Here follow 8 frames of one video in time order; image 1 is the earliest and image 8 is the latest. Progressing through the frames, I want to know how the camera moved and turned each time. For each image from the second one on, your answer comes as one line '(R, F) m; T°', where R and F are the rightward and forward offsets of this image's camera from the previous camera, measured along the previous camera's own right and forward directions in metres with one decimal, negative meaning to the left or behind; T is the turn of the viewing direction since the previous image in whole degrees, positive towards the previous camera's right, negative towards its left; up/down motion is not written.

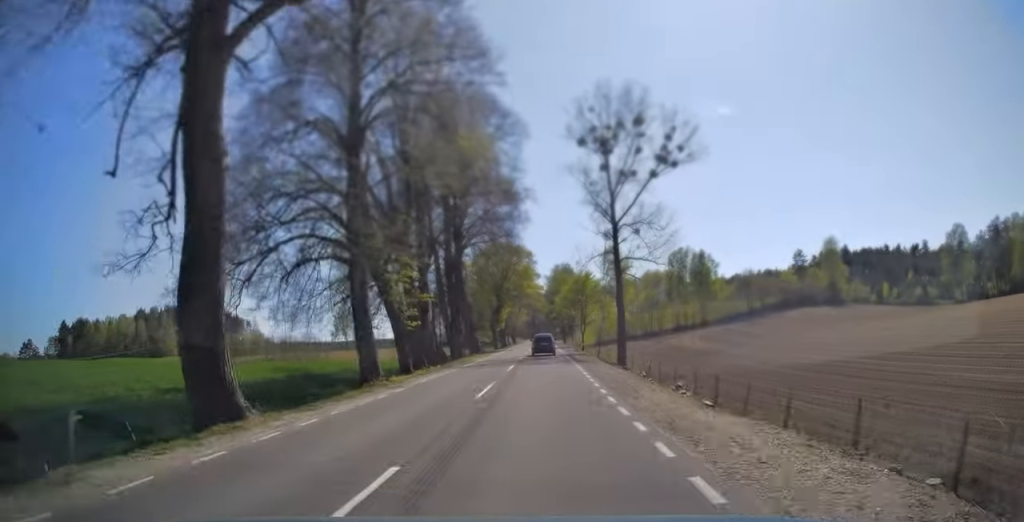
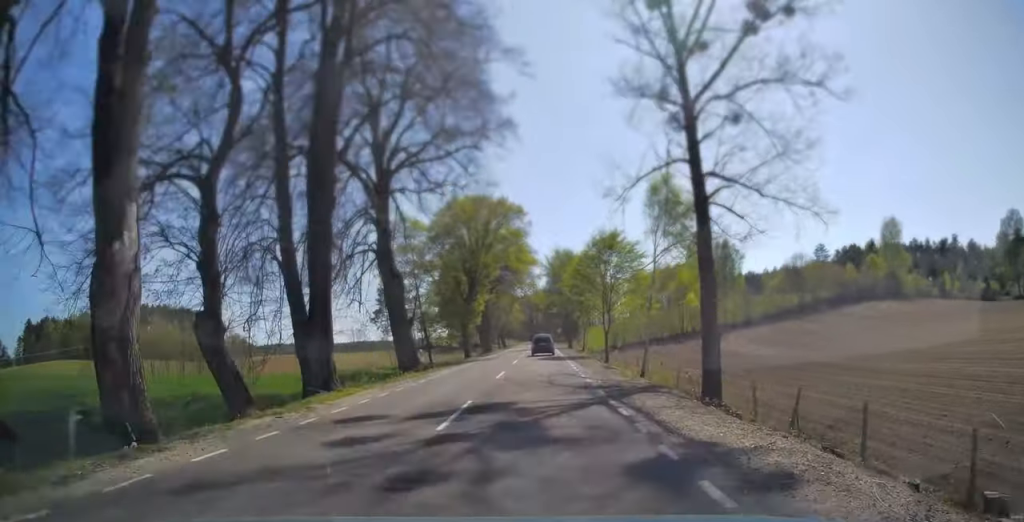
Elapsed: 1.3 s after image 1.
(0.0, +27.7) m; 0°
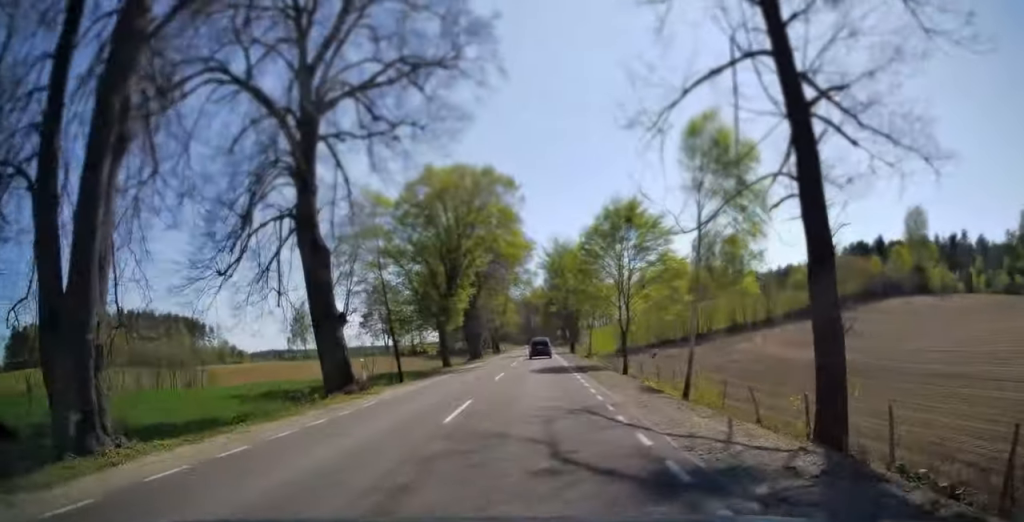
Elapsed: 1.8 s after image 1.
(0.0, +10.2) m; 0°
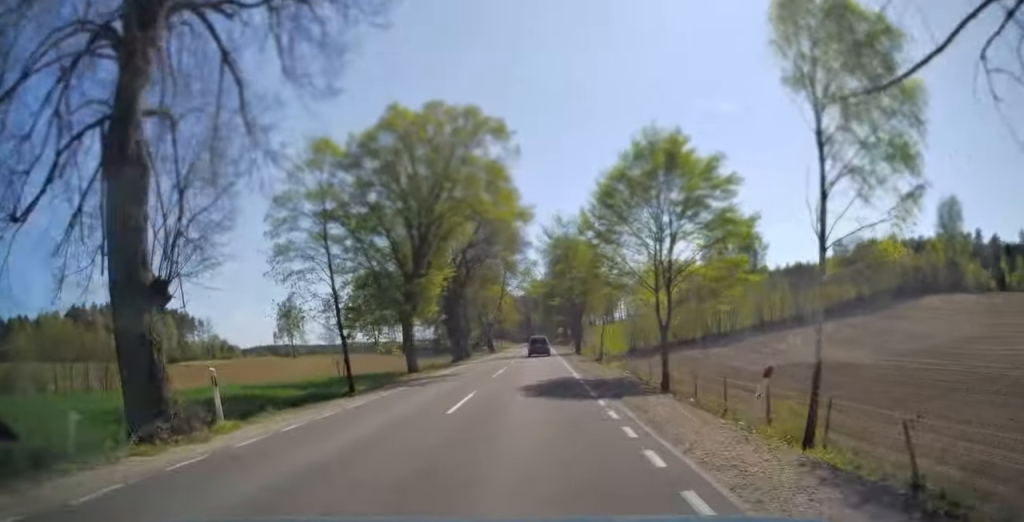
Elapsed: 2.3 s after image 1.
(0.0, +10.3) m; 0°
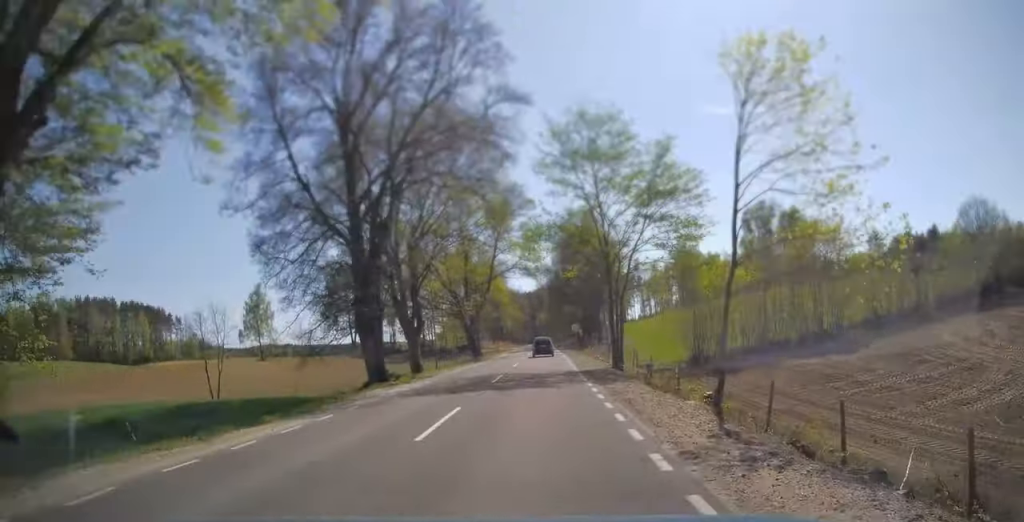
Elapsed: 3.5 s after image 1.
(-0.1, +25.6) m; 0°
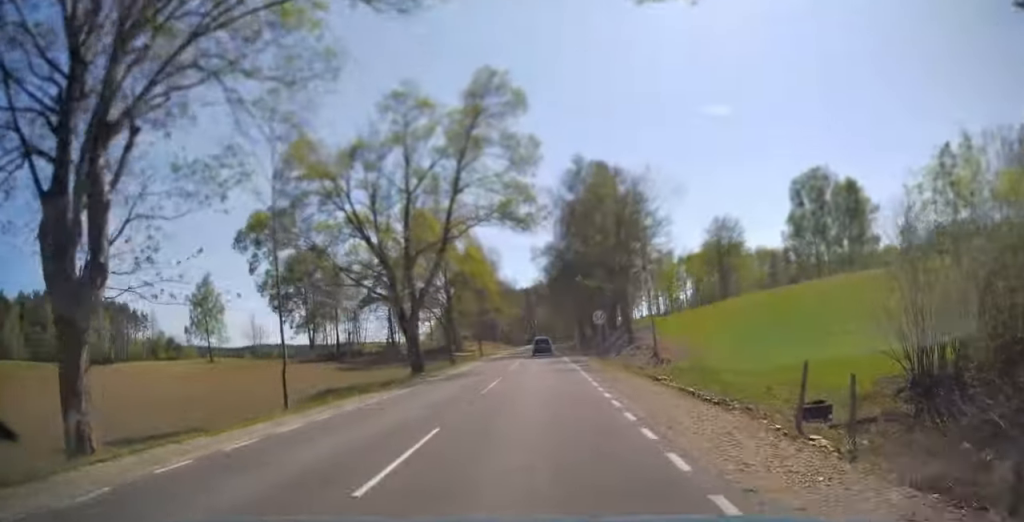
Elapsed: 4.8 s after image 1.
(+0.1, +25.7) m; 0°
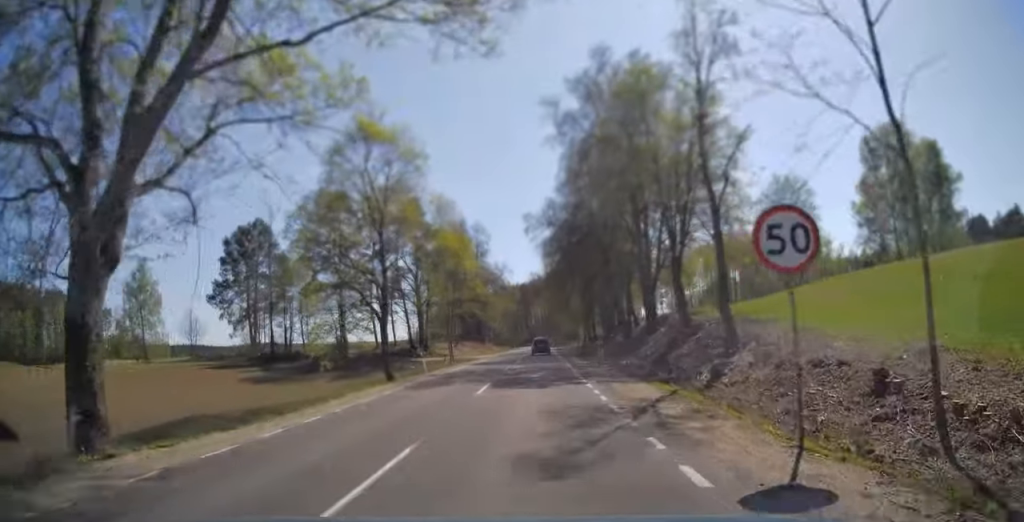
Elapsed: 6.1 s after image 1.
(-0.1, +24.3) m; 0°
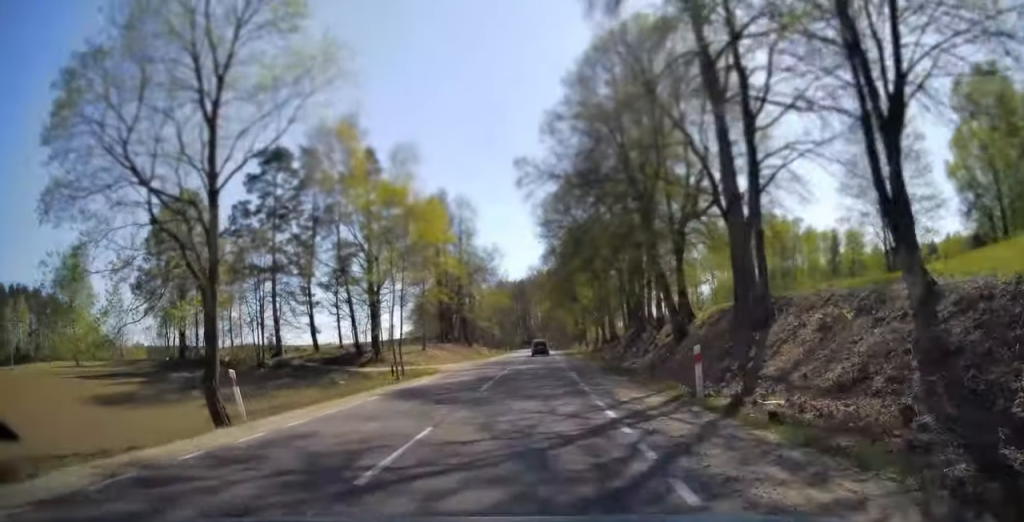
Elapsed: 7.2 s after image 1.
(+0.1, +20.5) m; 0°
